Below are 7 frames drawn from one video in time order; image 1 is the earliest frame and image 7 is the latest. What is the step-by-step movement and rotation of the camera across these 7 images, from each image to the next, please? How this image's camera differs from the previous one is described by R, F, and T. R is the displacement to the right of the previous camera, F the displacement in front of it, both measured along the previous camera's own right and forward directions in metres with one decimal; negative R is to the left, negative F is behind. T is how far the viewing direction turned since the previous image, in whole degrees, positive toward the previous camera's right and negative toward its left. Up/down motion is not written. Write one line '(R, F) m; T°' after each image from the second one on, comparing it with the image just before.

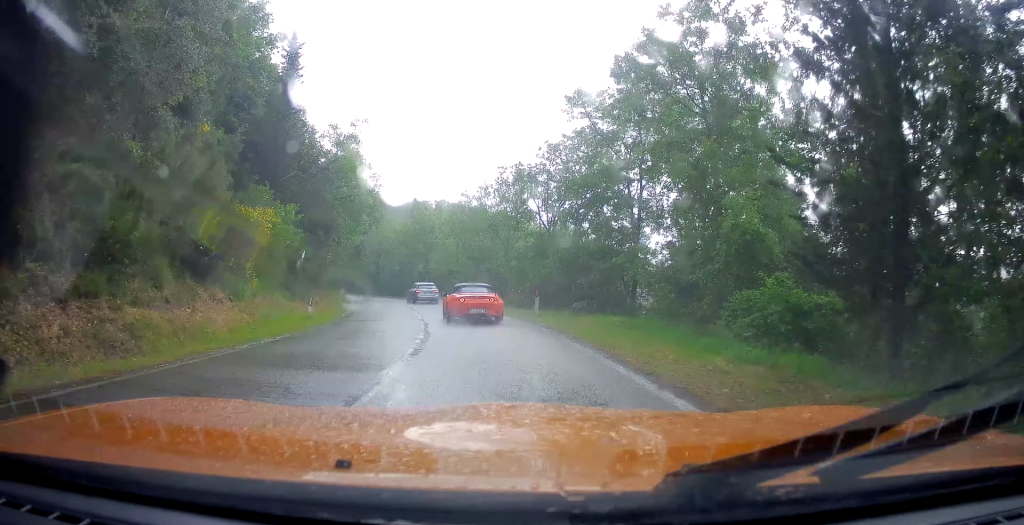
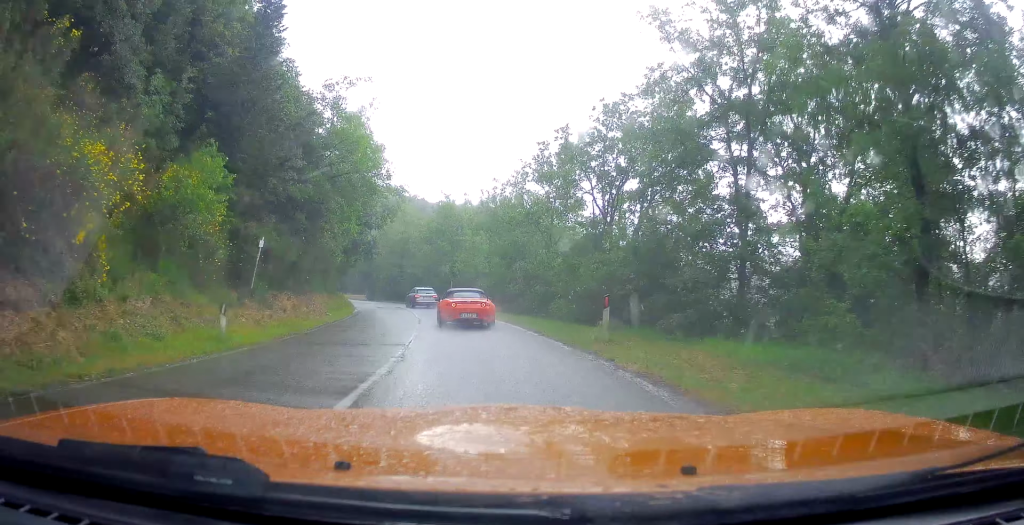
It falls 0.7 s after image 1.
(-0.2, +9.0) m; -4°
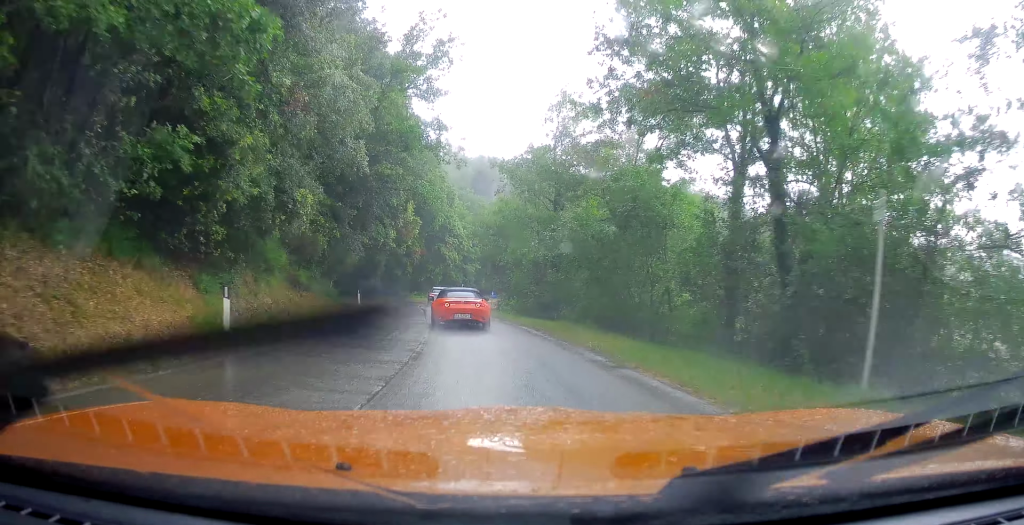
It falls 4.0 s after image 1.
(-9.4, +40.2) m; -21°
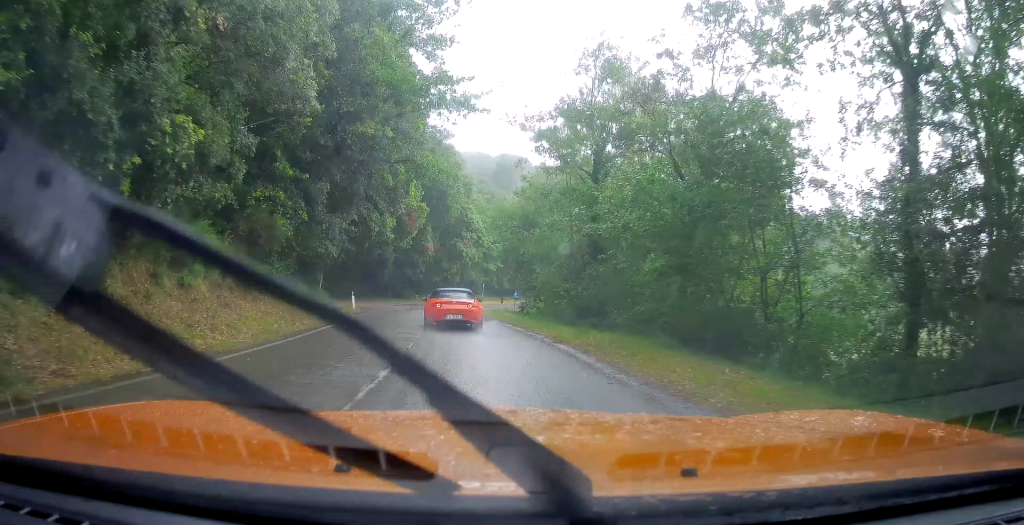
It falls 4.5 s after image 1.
(0.0, +7.0) m; -1°
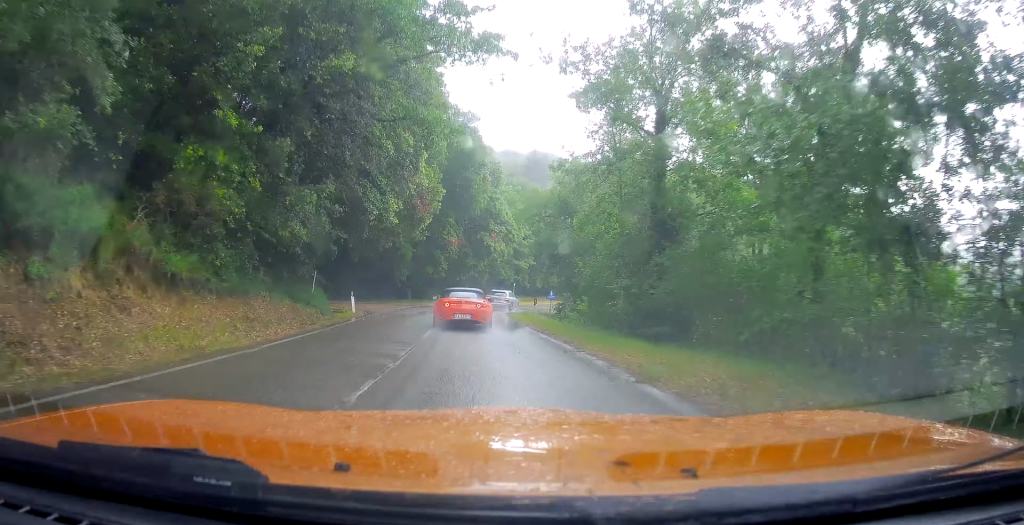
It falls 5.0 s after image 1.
(-0.1, +6.2) m; 0°
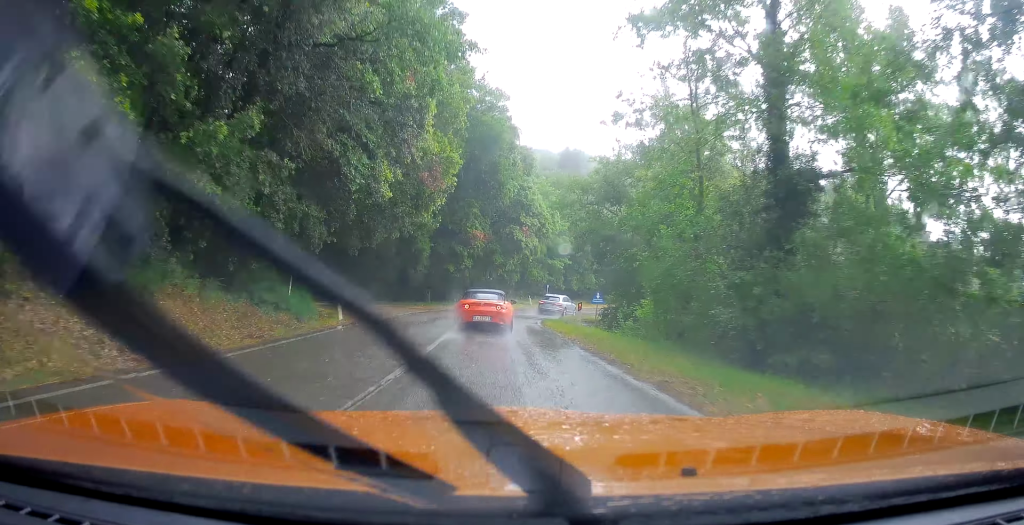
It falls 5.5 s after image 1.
(-0.1, +6.8) m; -1°
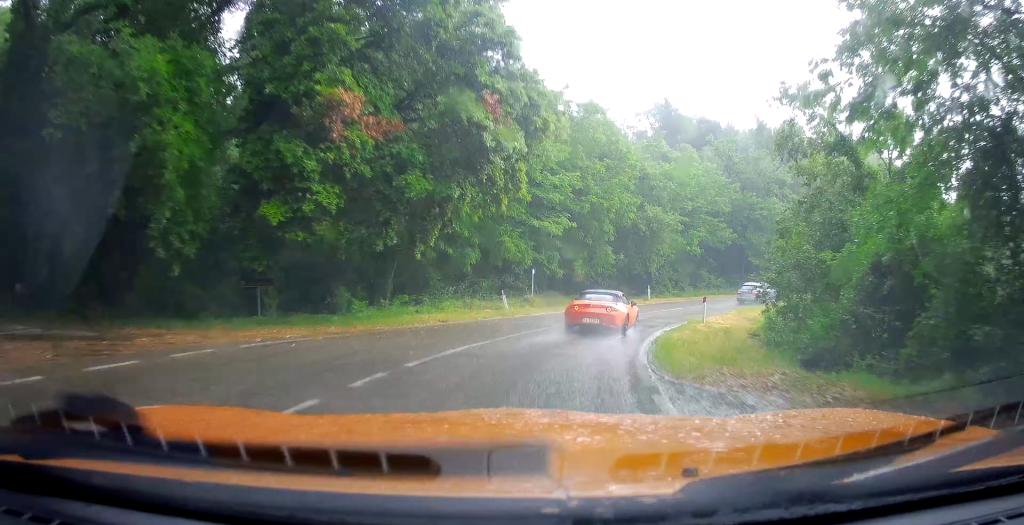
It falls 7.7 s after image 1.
(-1.0, +29.7) m; -1°
